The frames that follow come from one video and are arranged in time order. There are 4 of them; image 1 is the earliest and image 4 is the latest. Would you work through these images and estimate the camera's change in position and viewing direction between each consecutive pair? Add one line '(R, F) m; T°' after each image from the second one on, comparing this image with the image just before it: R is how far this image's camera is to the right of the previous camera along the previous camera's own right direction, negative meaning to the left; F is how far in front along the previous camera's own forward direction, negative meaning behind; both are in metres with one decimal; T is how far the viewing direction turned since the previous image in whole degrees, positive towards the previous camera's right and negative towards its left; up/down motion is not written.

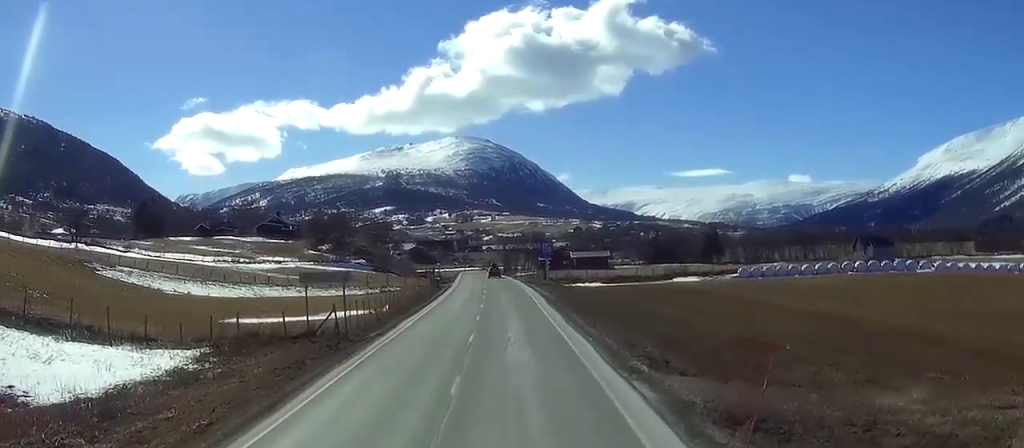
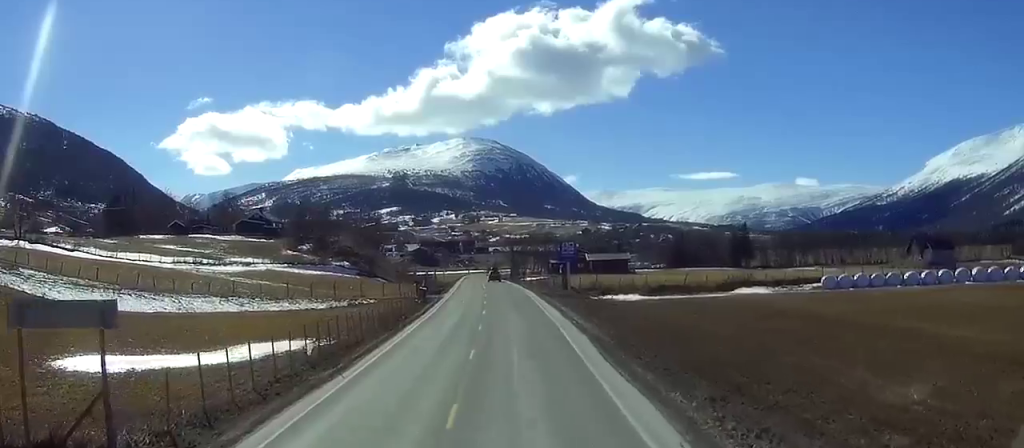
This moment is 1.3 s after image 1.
(-0.4, +26.9) m; -1°
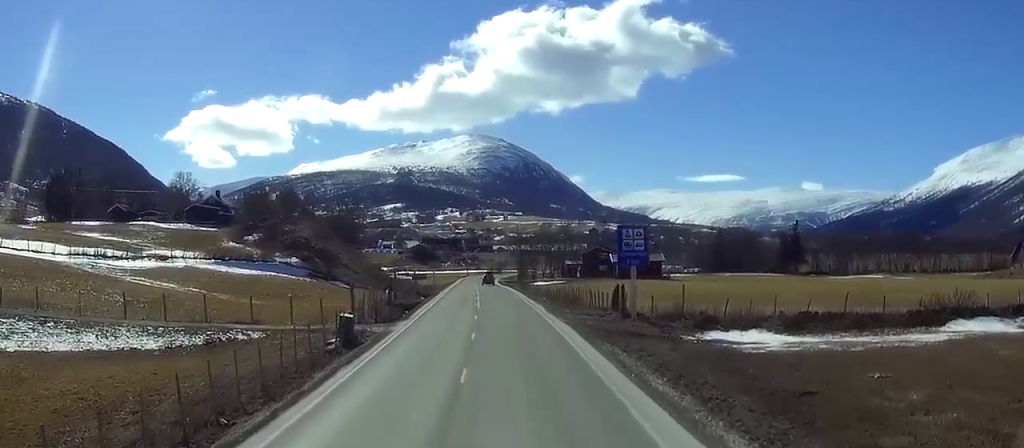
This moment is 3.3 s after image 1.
(0.0, +41.9) m; 0°
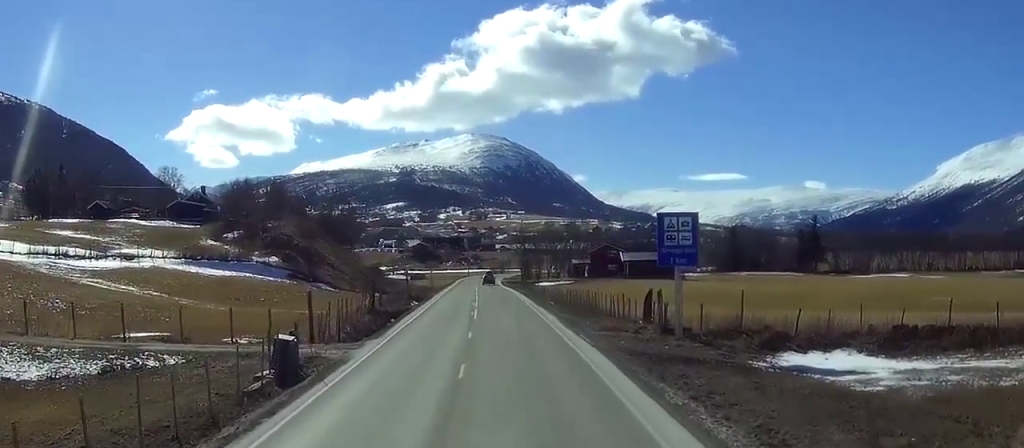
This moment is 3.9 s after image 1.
(0.0, +11.9) m; 0°
